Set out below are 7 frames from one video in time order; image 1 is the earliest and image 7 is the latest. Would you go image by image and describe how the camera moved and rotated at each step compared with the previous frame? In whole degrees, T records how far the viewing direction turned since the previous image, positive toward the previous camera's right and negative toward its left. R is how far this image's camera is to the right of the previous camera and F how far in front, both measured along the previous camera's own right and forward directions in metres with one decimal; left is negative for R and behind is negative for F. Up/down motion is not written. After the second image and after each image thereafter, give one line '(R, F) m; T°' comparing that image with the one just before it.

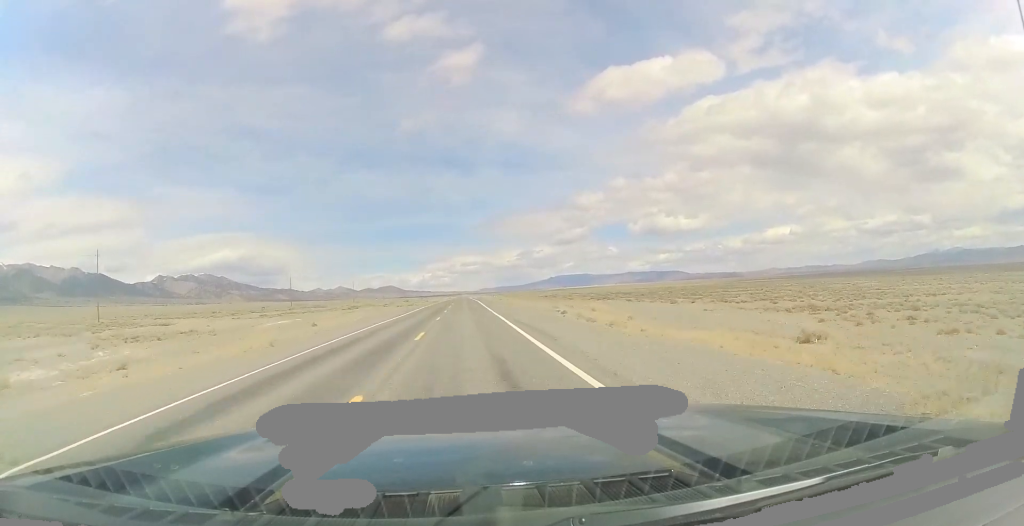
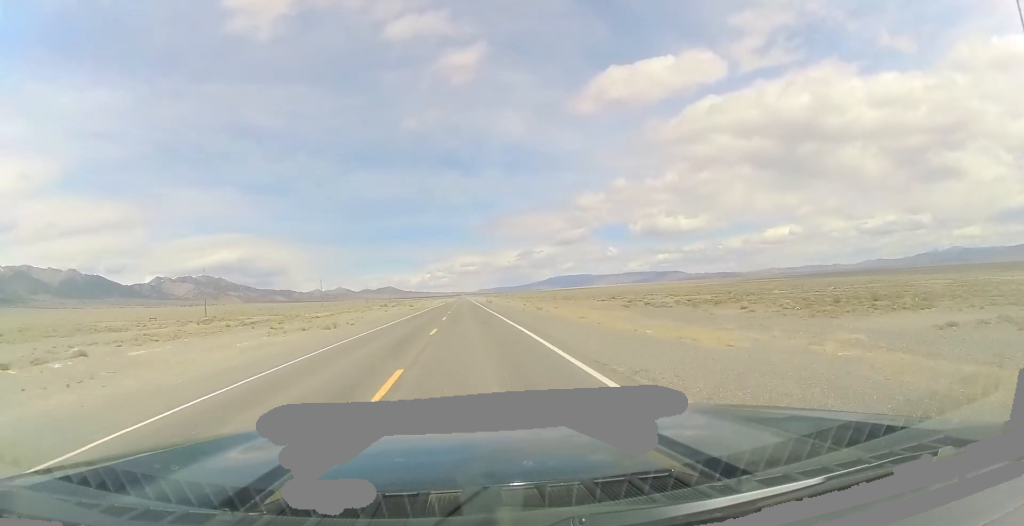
(-0.8, +65.1) m; 0°
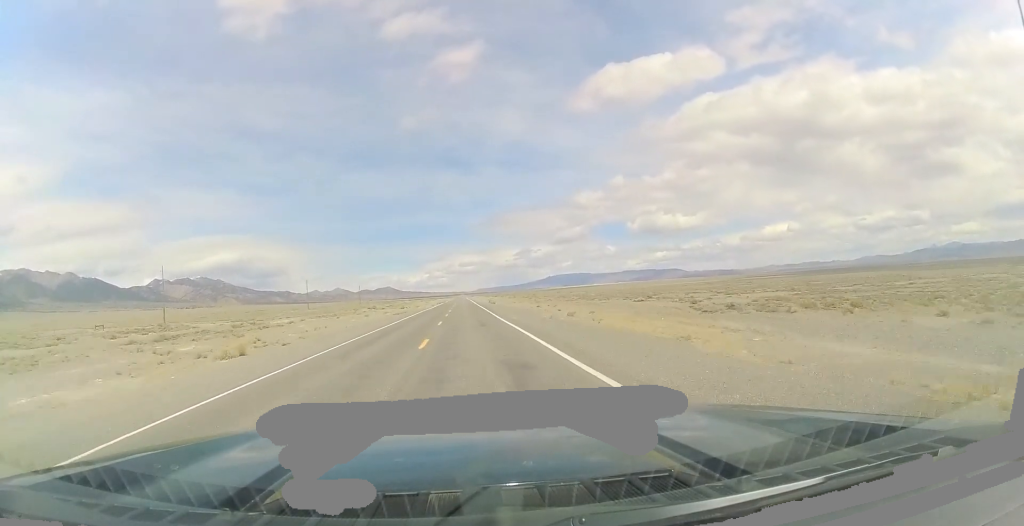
(-0.2, +18.6) m; +1°
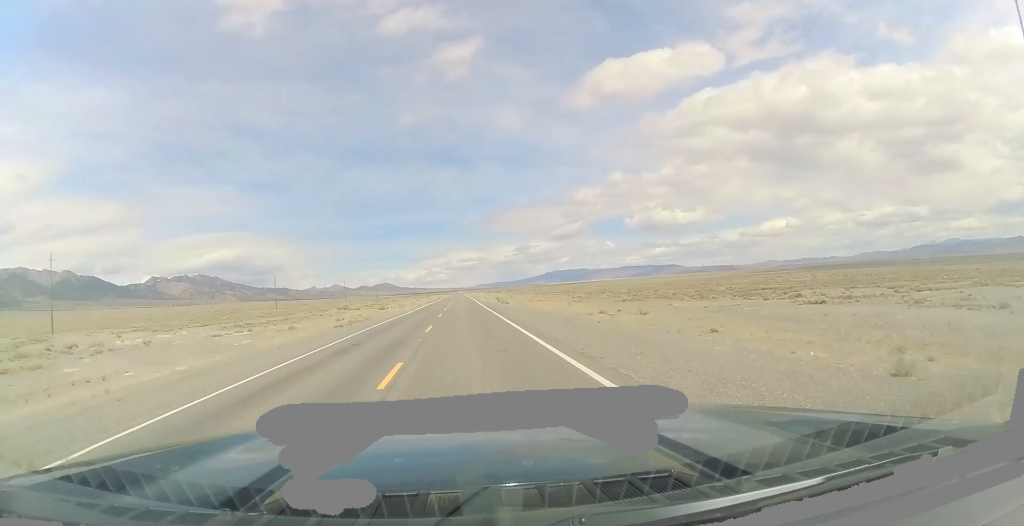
(+0.8, +35.0) m; +1°
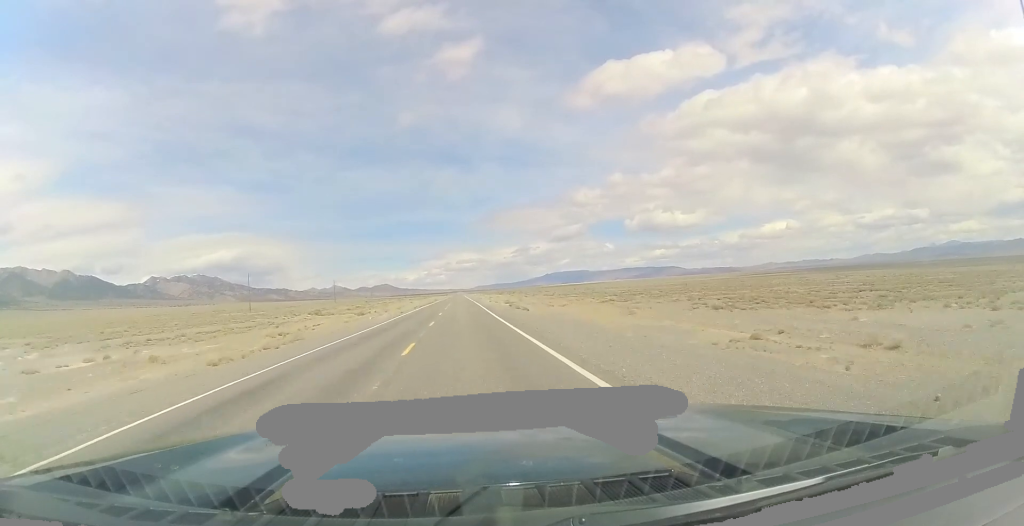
(-0.2, +22.1) m; 0°
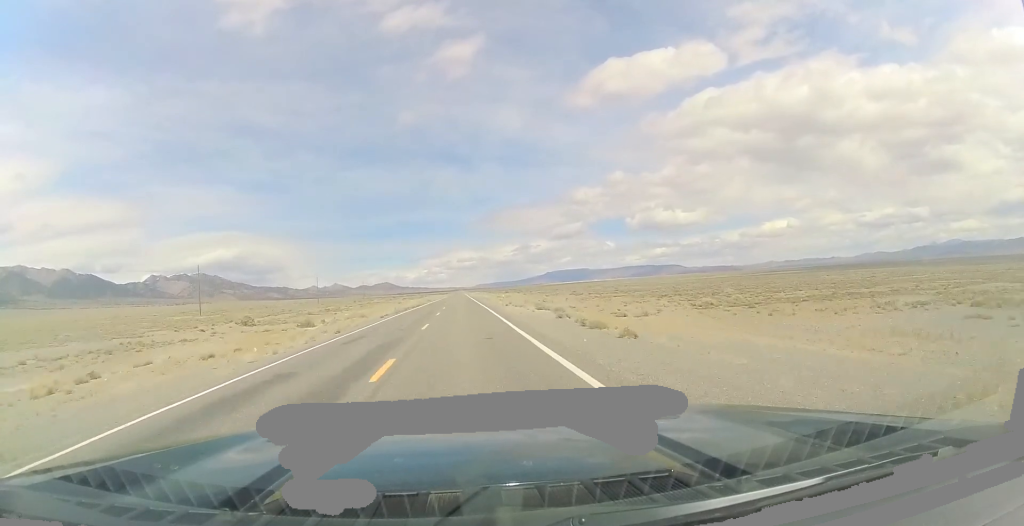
(-0.1, +31.4) m; 0°
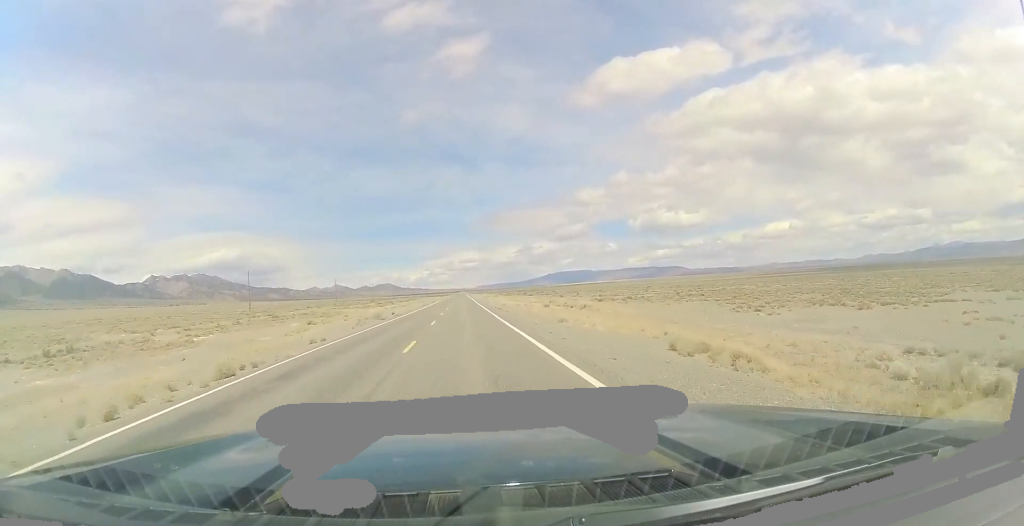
(-0.3, +75.9) m; 0°
